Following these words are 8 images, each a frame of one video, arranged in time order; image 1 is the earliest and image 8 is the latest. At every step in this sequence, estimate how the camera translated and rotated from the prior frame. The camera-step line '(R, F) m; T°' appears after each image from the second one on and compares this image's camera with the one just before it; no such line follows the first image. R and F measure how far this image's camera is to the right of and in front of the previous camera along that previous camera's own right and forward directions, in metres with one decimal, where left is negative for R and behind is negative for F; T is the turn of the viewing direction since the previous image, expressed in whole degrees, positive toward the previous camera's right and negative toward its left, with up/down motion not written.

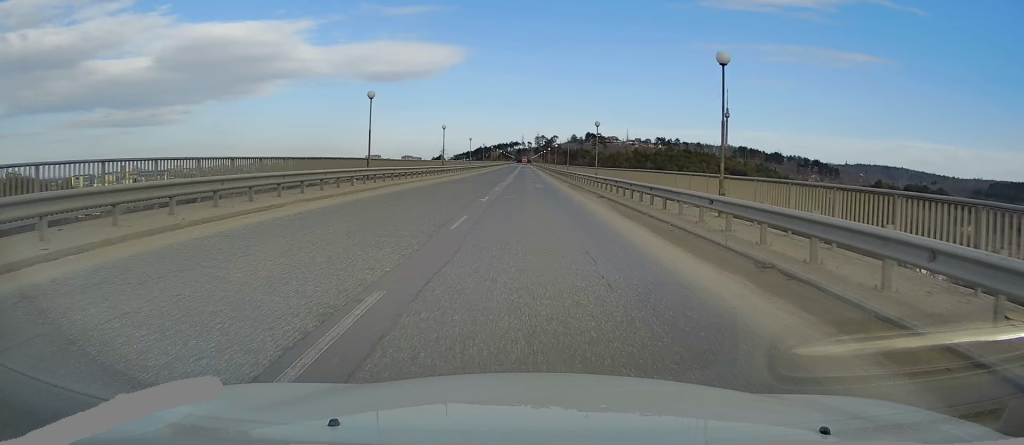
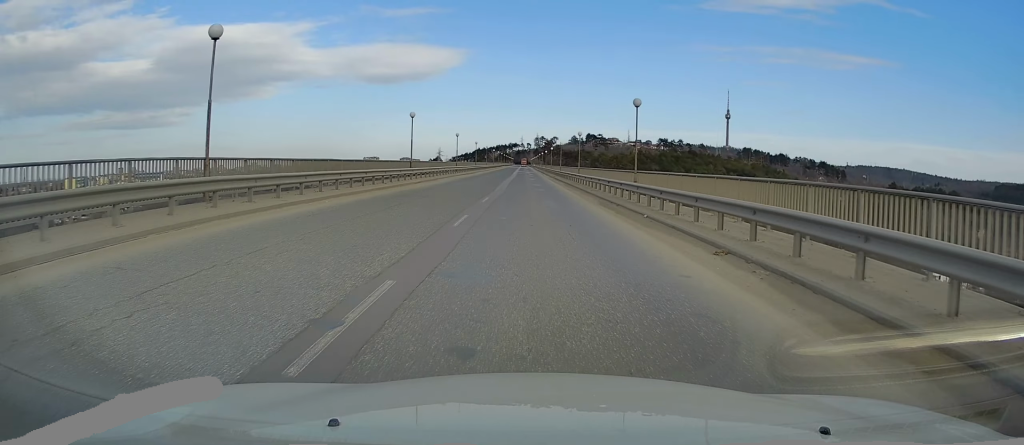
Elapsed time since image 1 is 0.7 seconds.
(0.0, +17.0) m; 0°
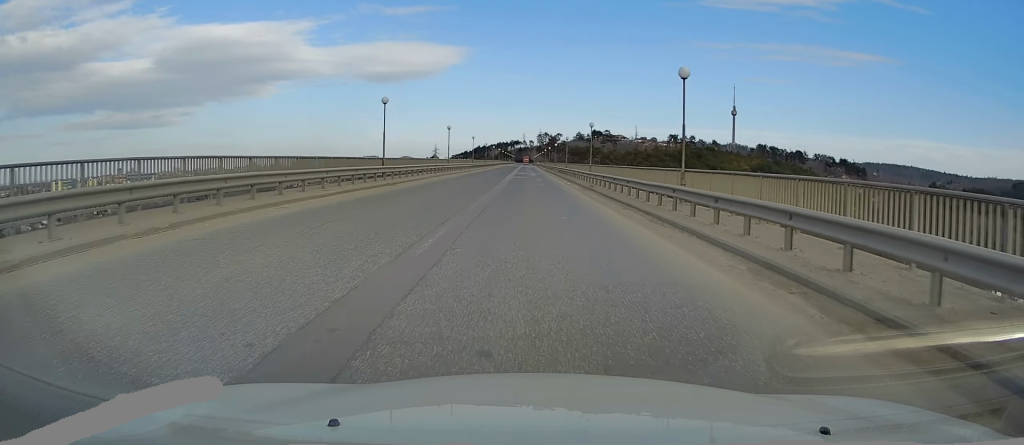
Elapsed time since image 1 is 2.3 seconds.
(-0.1, +39.4) m; 0°
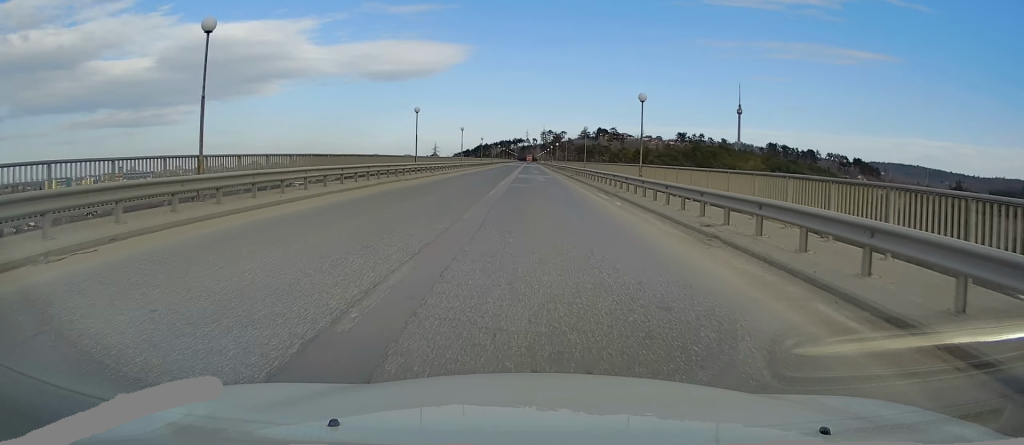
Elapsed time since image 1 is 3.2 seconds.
(0.0, +21.2) m; 0°
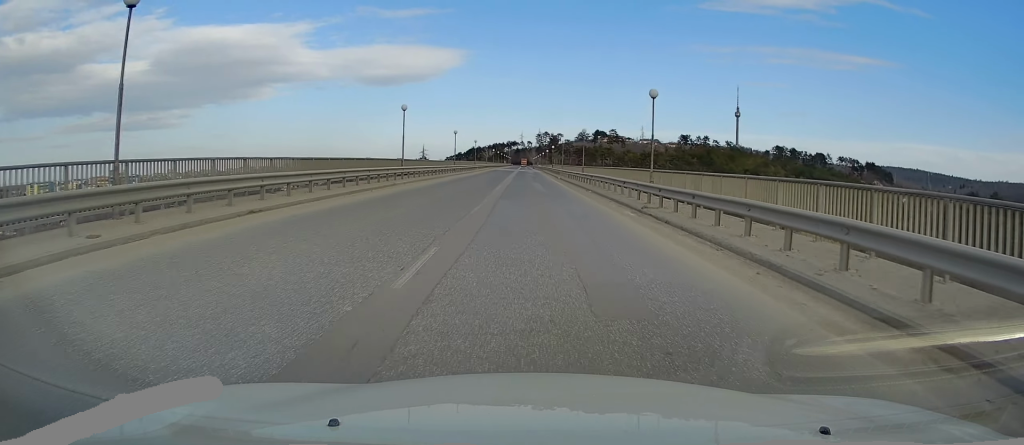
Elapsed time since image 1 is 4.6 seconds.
(0.0, +33.6) m; -1°
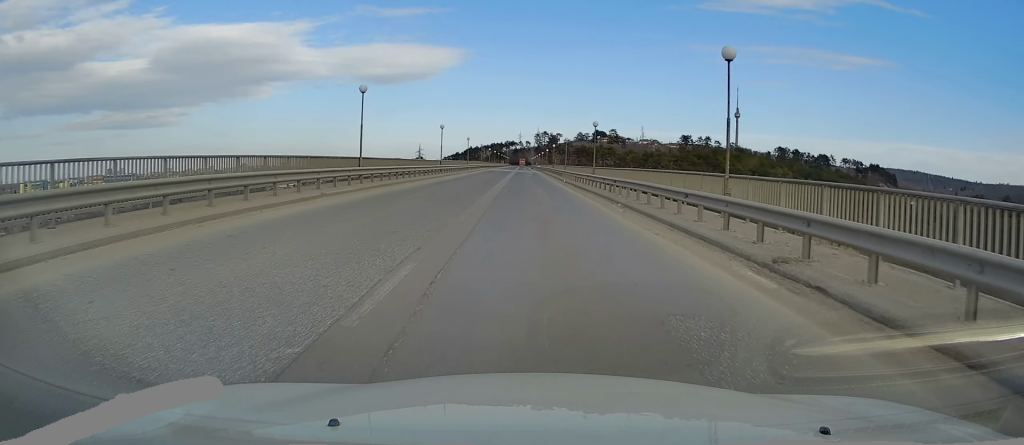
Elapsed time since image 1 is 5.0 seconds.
(-0.2, +10.4) m; 0°
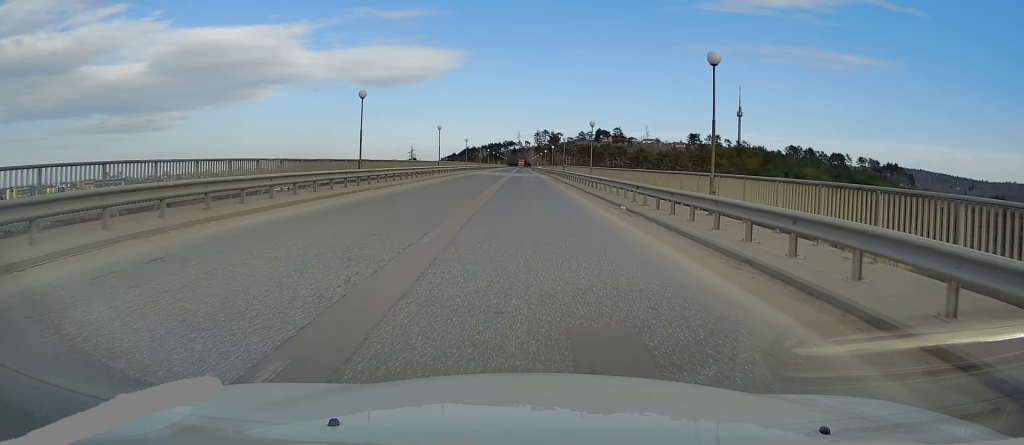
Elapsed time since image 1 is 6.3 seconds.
(+0.4, +30.3) m; +1°
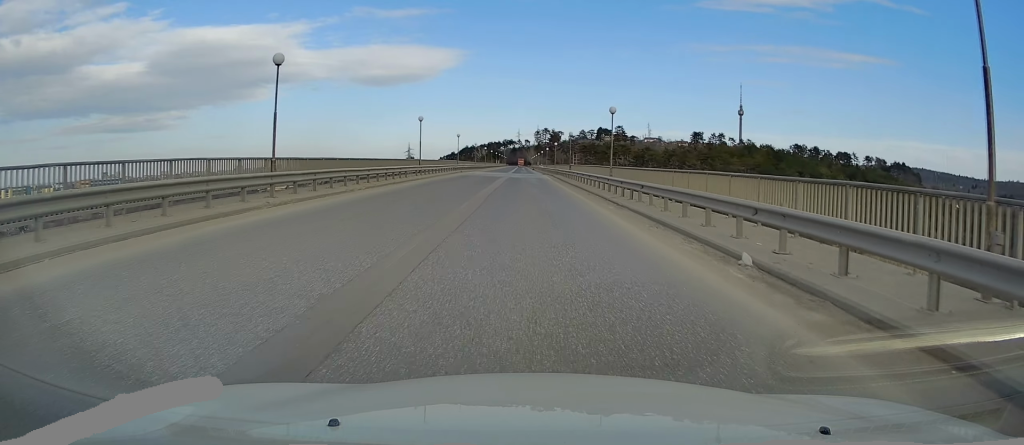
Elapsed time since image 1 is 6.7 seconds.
(0.0, +11.1) m; 0°
